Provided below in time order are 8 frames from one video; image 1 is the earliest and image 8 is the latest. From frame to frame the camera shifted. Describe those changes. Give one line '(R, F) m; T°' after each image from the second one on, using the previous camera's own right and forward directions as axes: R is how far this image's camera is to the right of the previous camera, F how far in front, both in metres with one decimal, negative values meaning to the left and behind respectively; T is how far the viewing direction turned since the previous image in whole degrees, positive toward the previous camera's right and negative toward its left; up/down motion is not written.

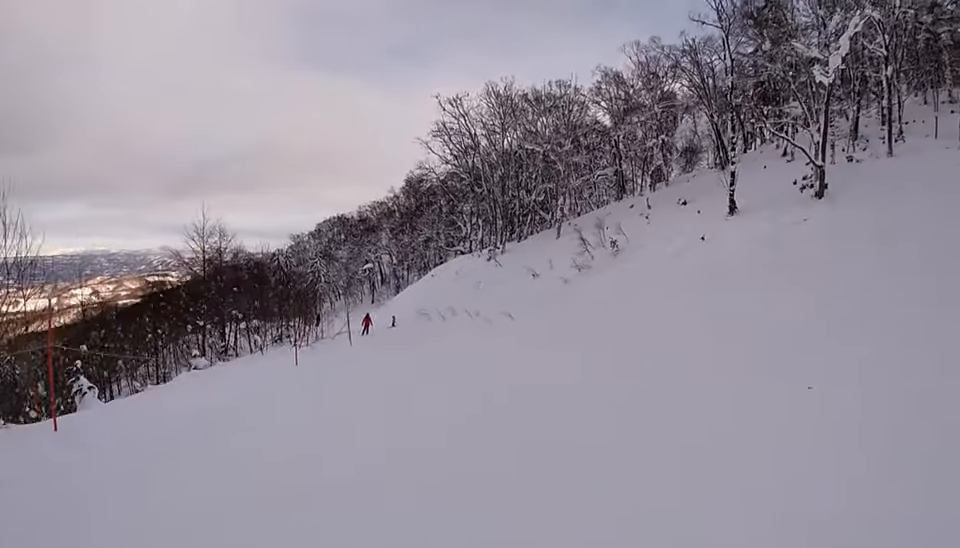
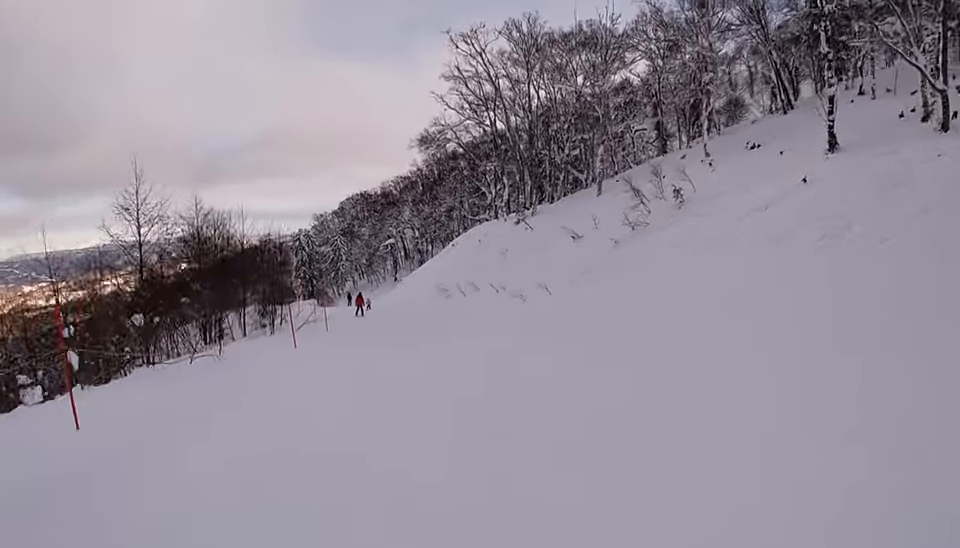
(-1.1, +7.5) m; -4°
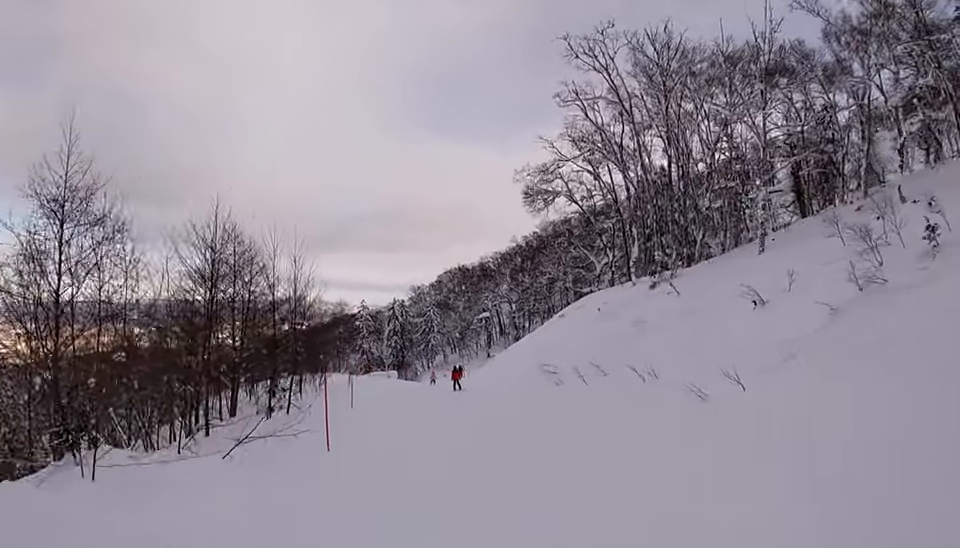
(+0.6, +11.1) m; -4°
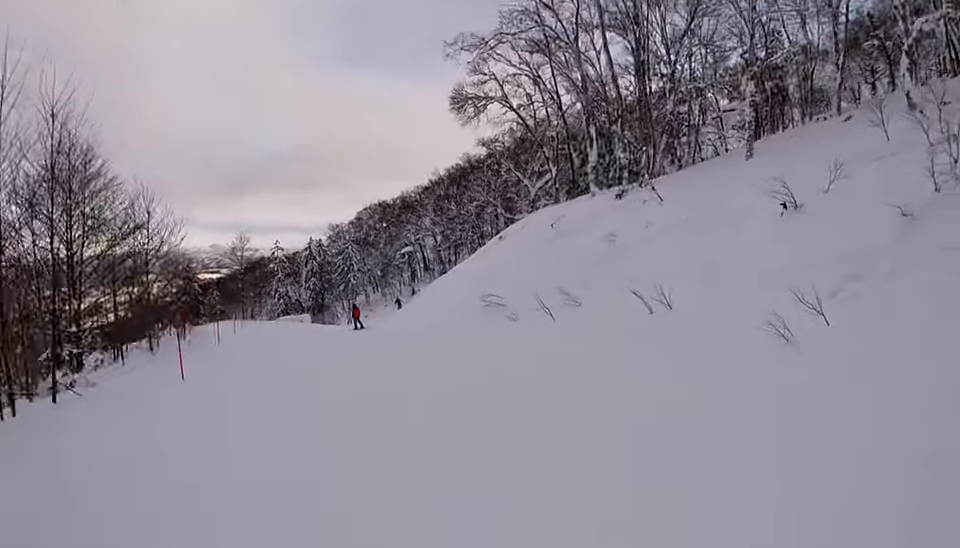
(-1.0, +6.8) m; -9°
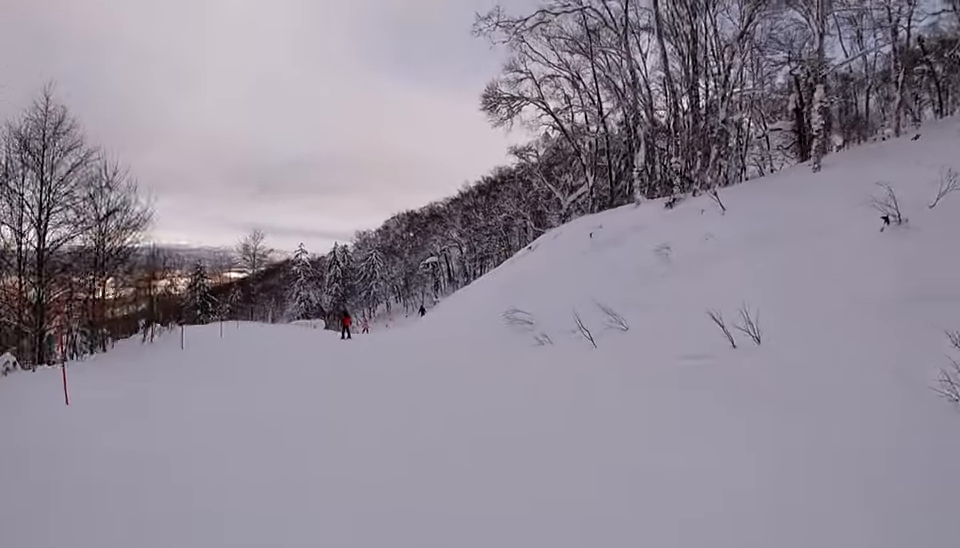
(0.0, +3.4) m; -1°
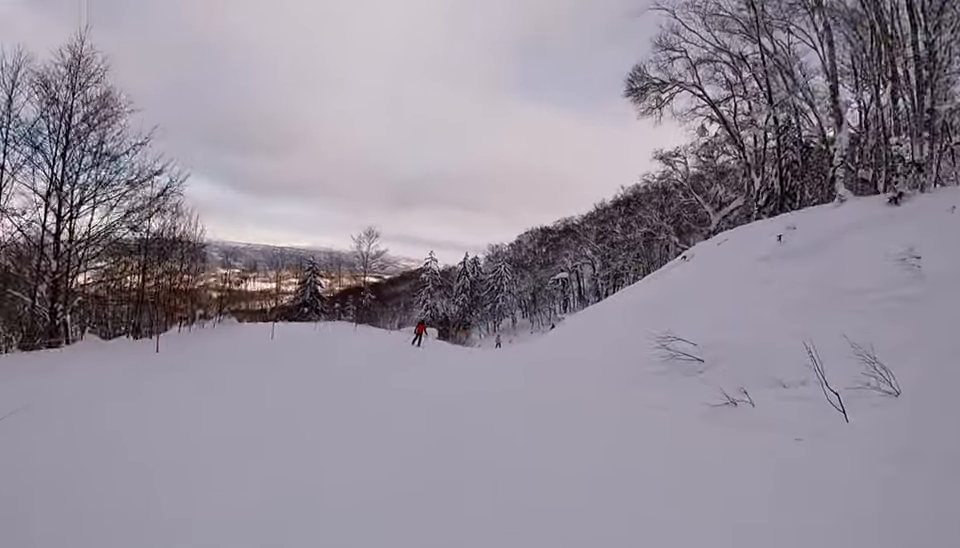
(-0.1, +6.1) m; -8°
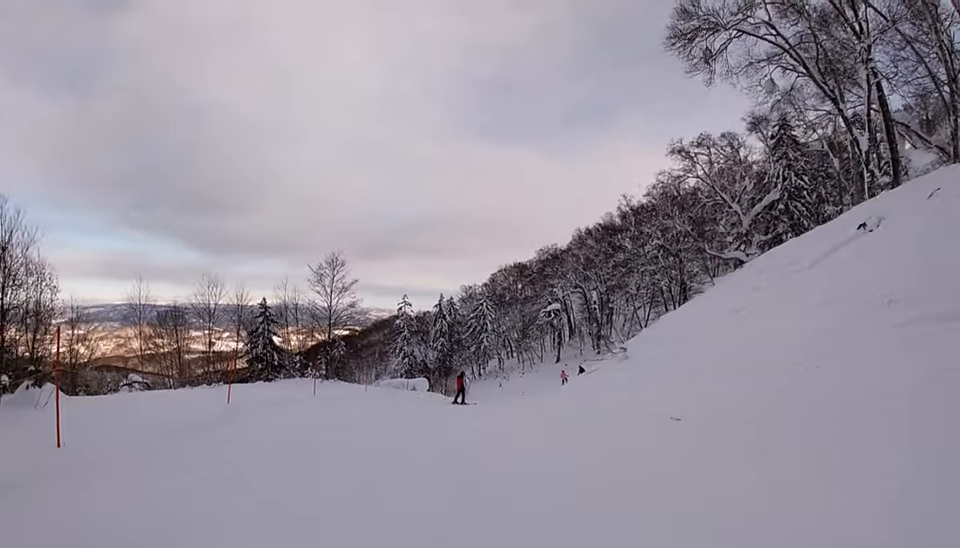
(-1.3, +11.1) m; 0°
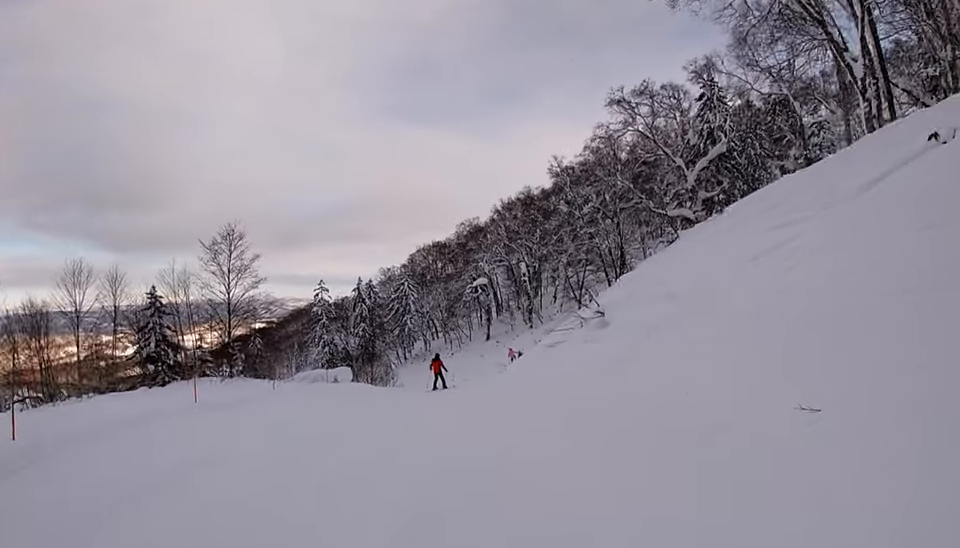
(+0.8, +5.3) m; +9°
